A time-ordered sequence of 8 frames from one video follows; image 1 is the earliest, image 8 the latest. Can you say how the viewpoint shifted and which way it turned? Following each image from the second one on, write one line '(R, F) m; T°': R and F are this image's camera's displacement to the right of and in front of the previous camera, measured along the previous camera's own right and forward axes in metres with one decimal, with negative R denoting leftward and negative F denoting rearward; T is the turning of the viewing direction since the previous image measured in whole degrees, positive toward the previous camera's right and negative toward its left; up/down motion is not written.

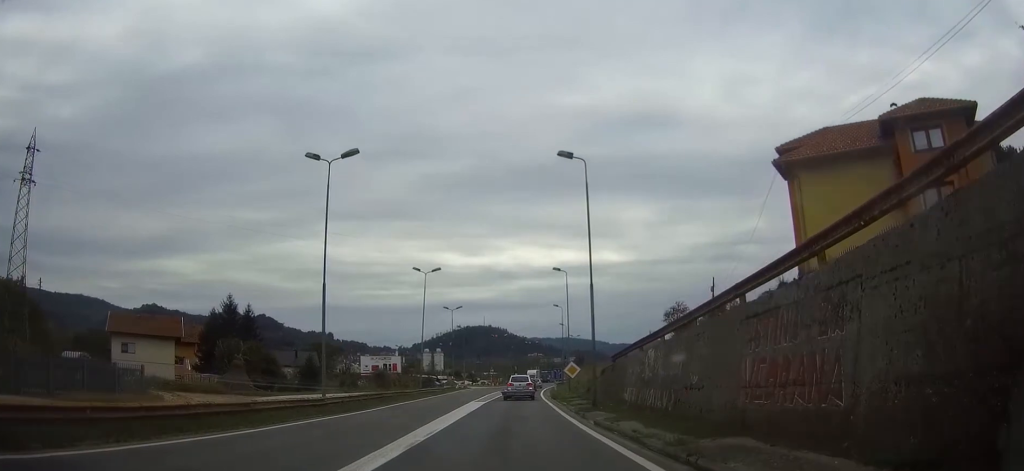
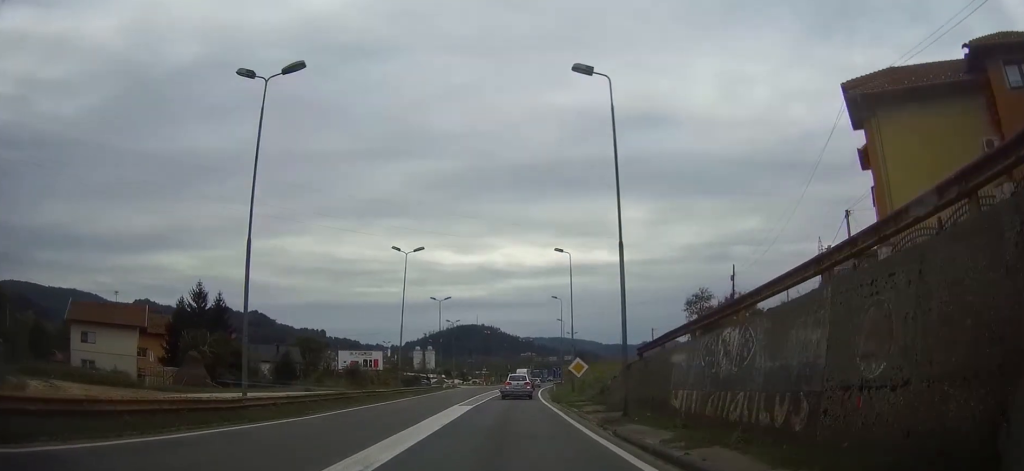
(+0.1, +8.3) m; +1°
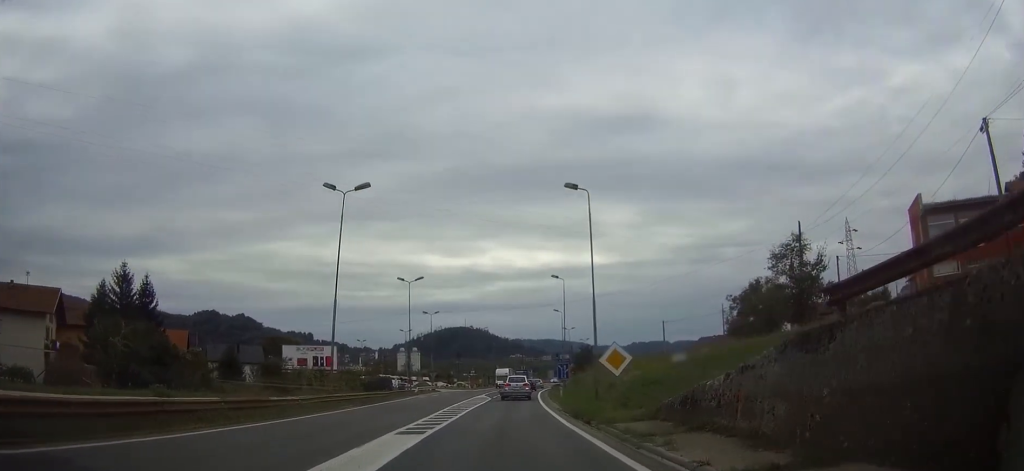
(+0.1, +17.3) m; +1°
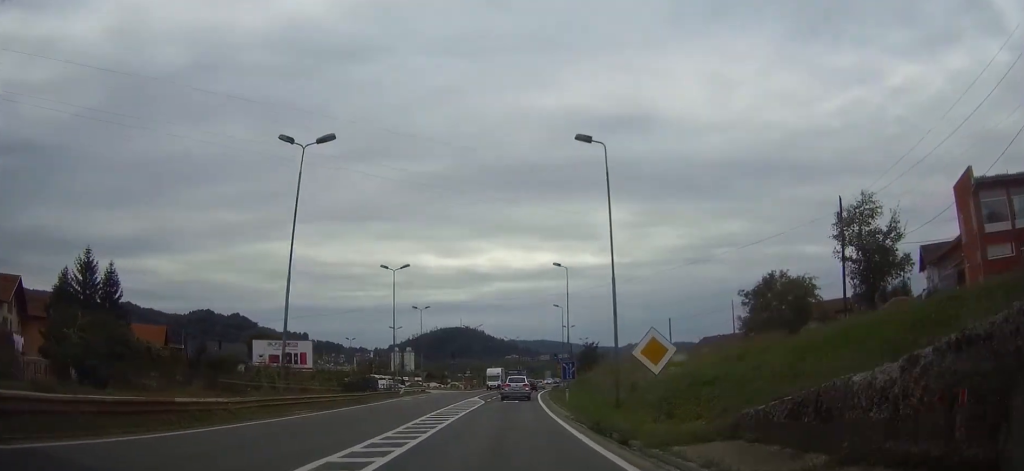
(+0.1, +6.9) m; 0°
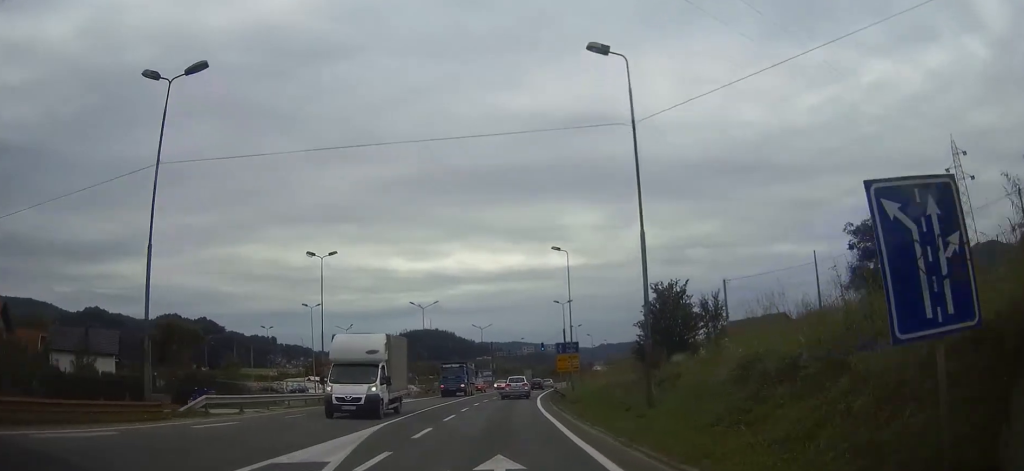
(+0.8, +37.0) m; +3°
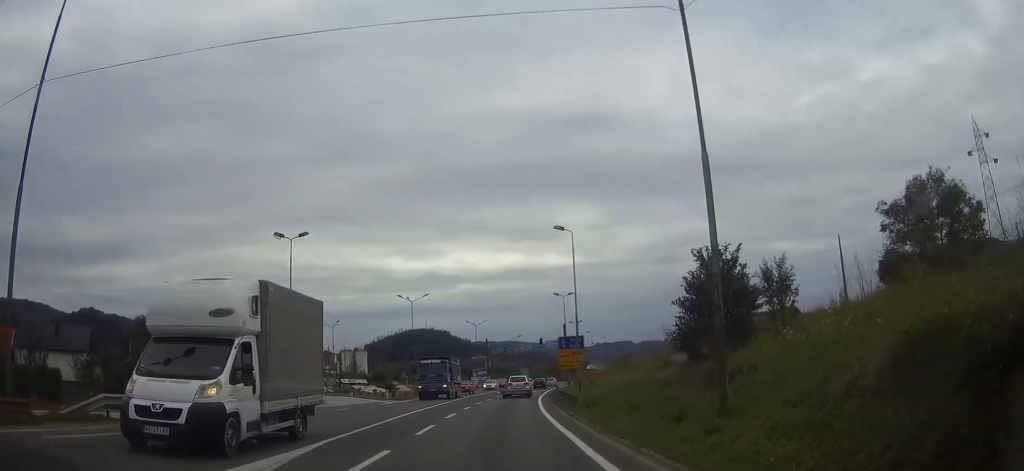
(0.0, +6.8) m; +1°
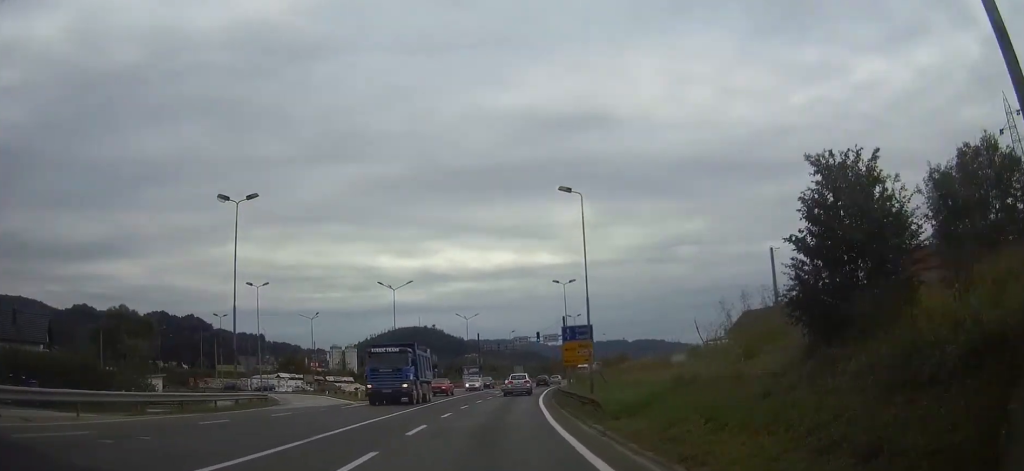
(0.0, +8.0) m; 0°
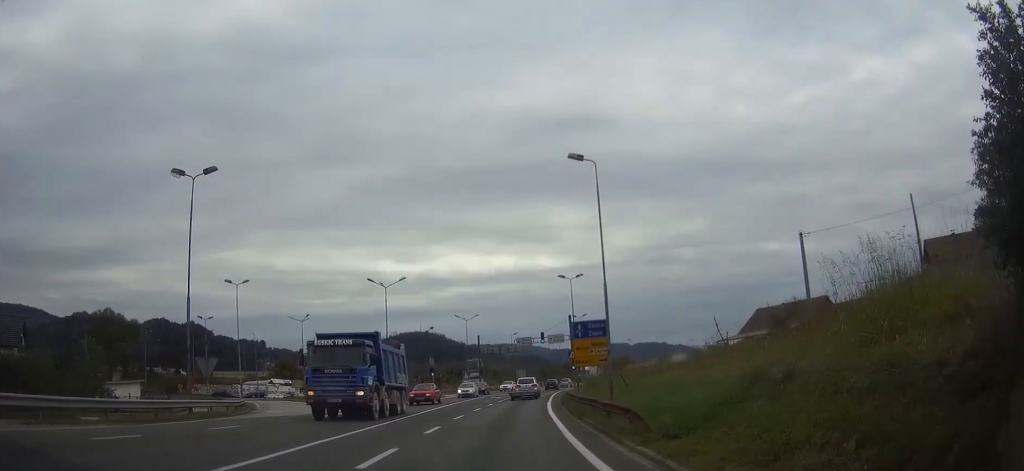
(+0.1, +6.0) m; 0°
